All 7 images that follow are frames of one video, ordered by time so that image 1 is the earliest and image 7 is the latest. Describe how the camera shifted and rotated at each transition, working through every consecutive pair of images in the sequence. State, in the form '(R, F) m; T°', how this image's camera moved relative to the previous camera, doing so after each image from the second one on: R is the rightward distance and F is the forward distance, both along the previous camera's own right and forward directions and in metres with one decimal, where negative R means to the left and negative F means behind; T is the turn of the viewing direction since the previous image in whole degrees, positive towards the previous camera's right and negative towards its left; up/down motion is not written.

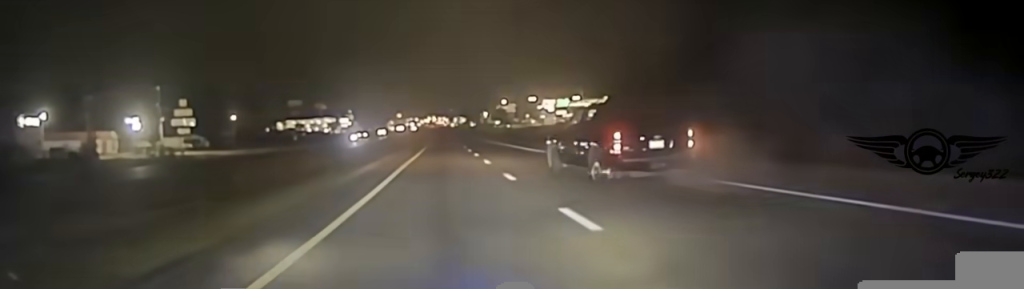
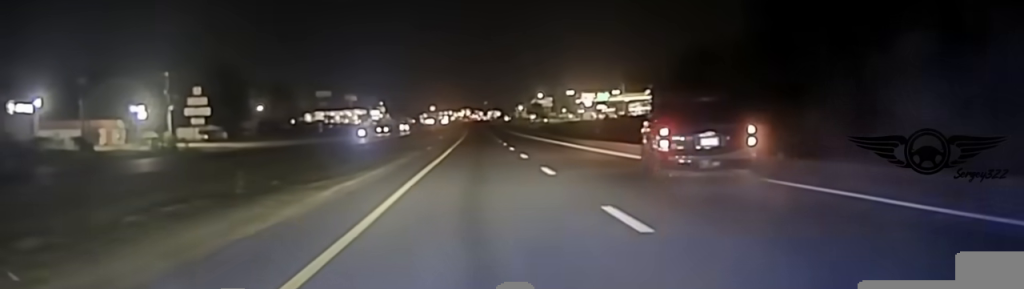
(0.0, +13.8) m; 0°
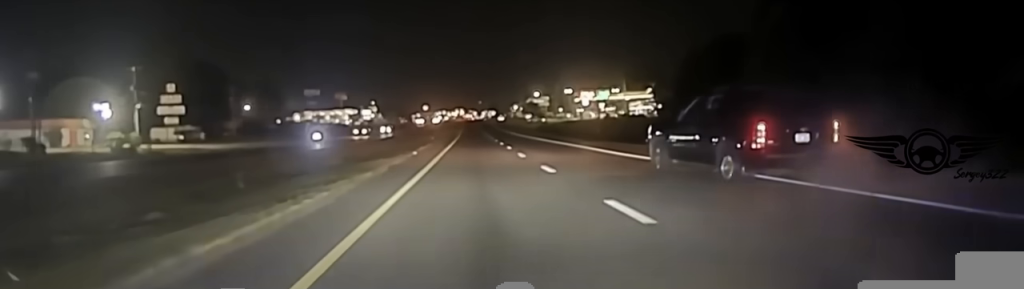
(-0.1, +12.3) m; 0°
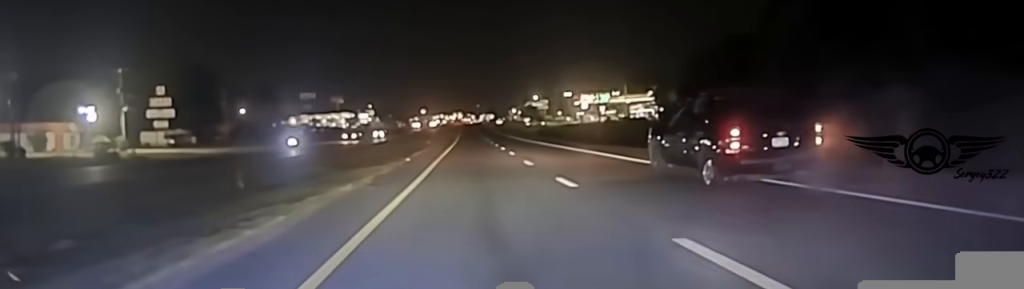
(0.0, +5.1) m; +1°
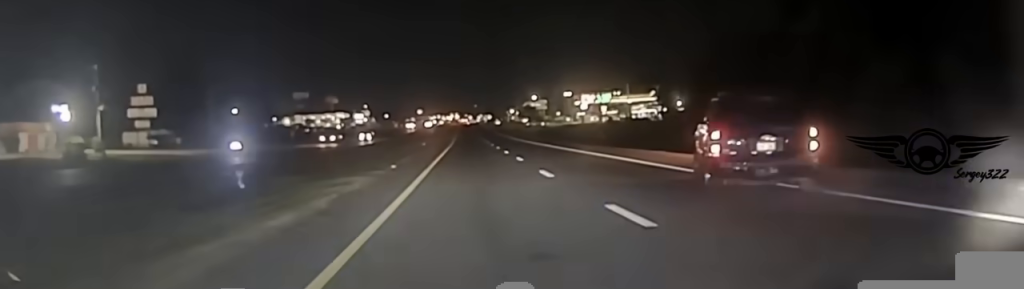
(+0.1, +7.6) m; +1°
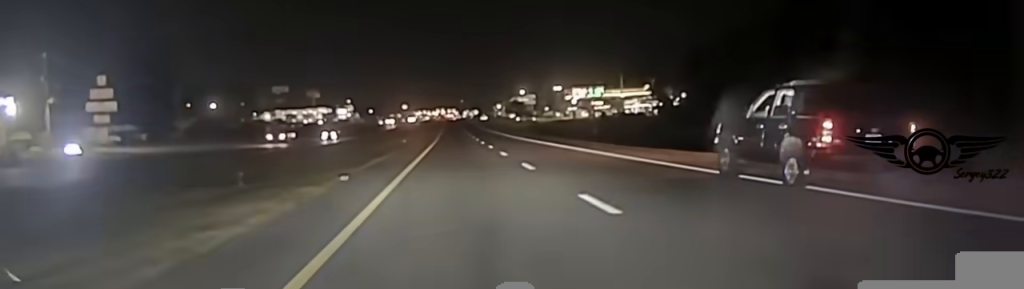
(0.0, +9.2) m; -2°
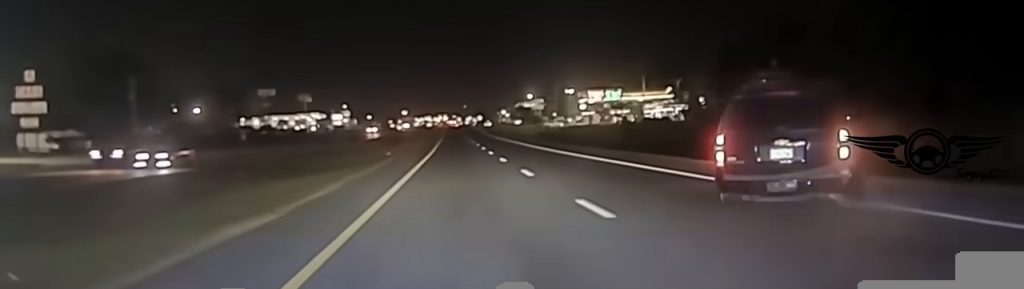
(-0.1, +17.6) m; +3°
